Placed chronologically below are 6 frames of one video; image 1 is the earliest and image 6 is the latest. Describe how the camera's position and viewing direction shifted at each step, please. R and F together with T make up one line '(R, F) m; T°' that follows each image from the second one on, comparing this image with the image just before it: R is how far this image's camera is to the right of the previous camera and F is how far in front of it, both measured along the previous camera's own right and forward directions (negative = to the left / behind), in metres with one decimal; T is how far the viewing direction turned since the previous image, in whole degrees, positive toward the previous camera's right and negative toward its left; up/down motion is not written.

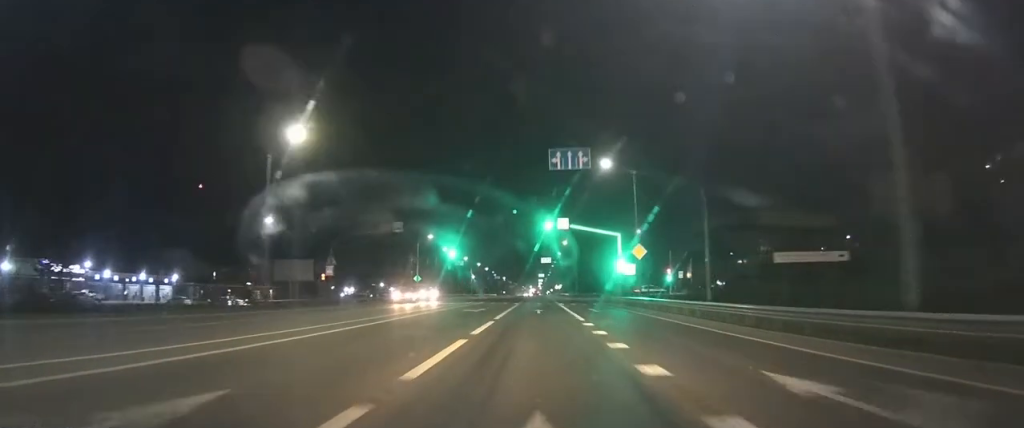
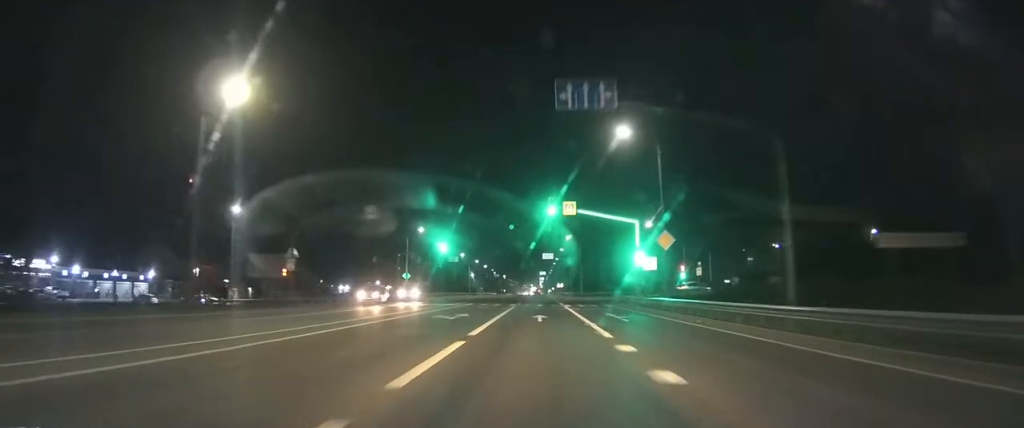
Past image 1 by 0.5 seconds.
(0.0, +9.0) m; 0°
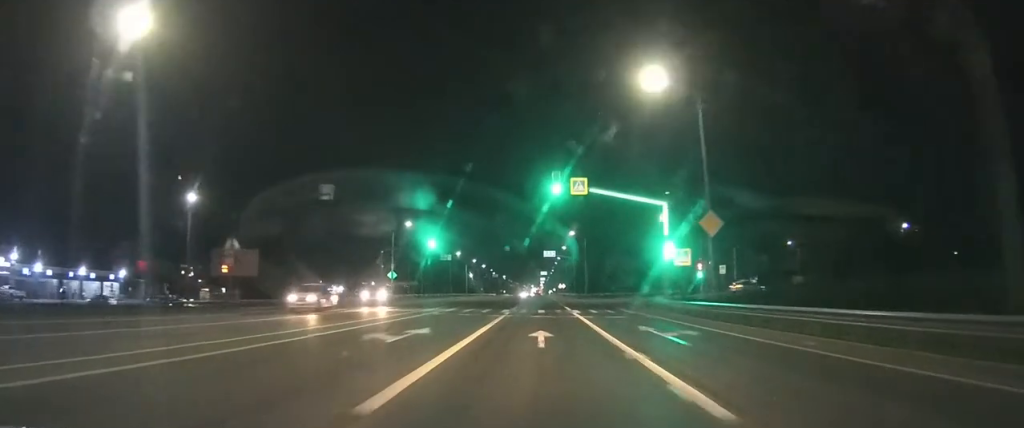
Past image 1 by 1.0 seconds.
(0.0, +9.5) m; 0°
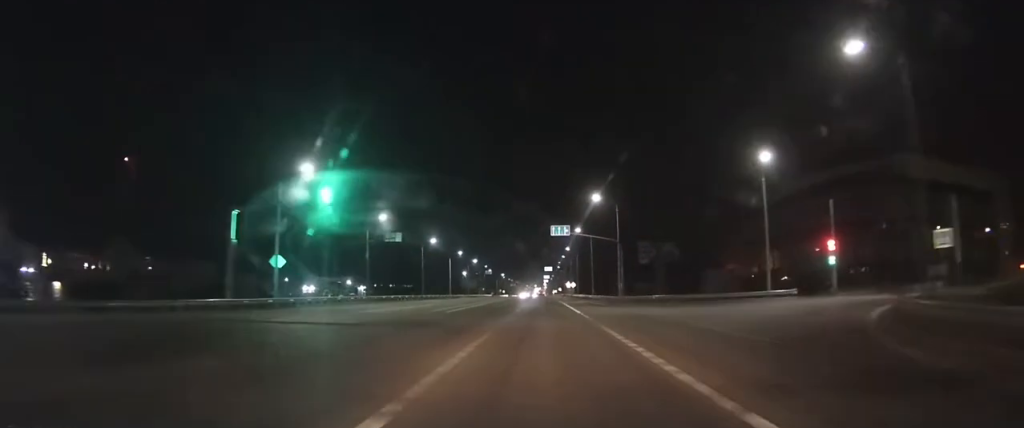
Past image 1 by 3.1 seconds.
(0.0, +37.2) m; 0°
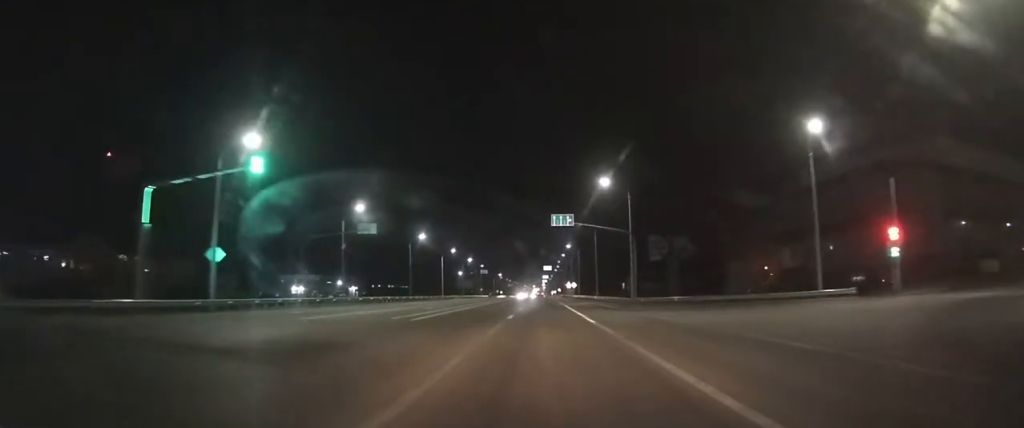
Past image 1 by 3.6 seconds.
(0.0, +8.8) m; 0°
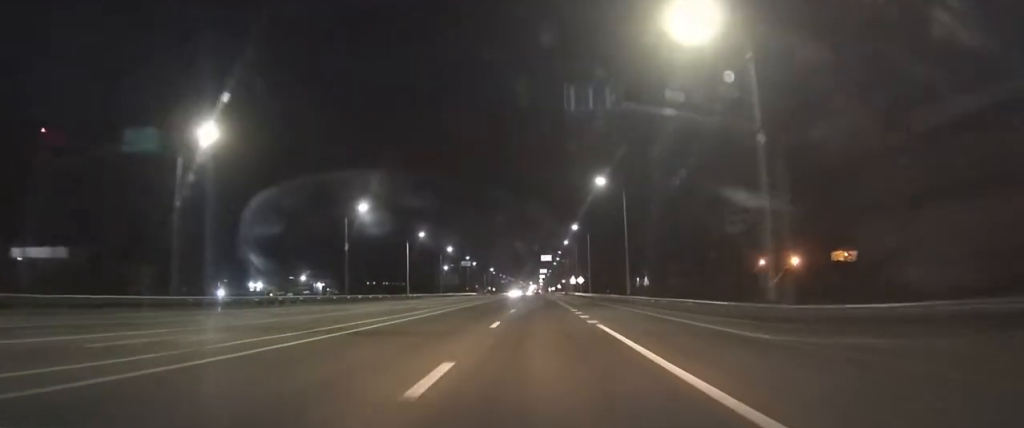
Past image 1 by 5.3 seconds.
(+0.1, +30.5) m; 0°
